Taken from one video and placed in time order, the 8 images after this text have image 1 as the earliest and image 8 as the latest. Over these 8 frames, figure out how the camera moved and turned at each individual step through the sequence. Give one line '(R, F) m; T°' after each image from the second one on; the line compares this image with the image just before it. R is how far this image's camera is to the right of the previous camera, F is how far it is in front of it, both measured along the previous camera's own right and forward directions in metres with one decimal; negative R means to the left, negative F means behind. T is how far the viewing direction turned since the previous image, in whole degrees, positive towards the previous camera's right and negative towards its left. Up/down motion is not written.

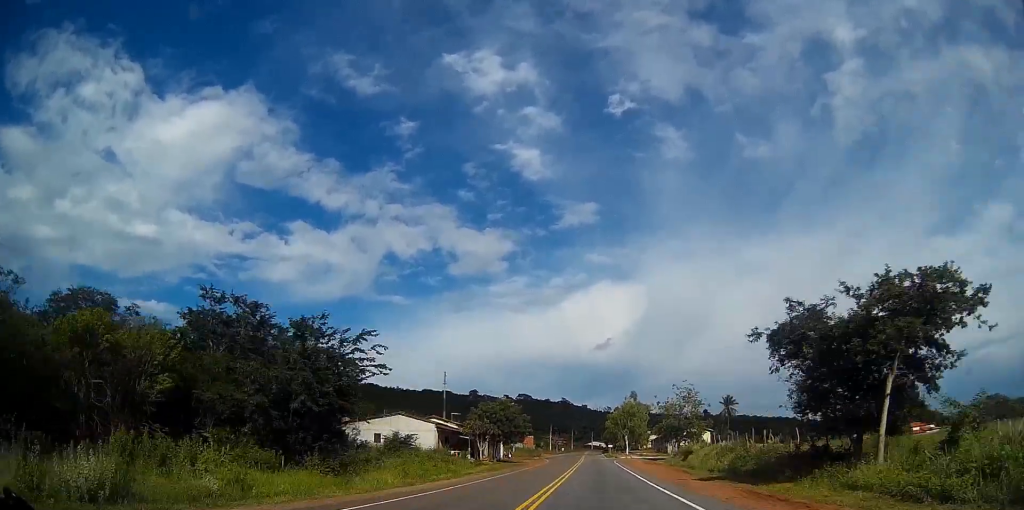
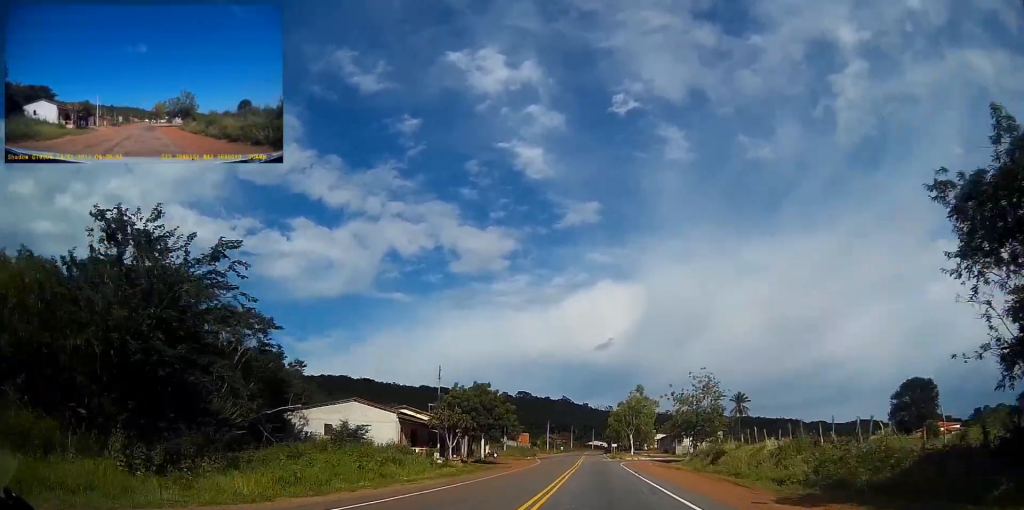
(0.0, +13.8) m; 0°
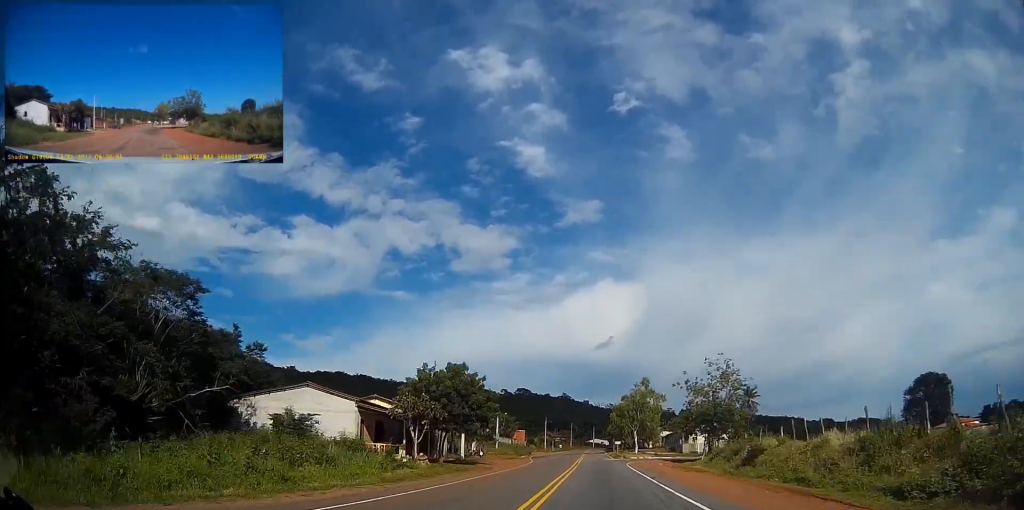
(0.0, +9.8) m; 0°
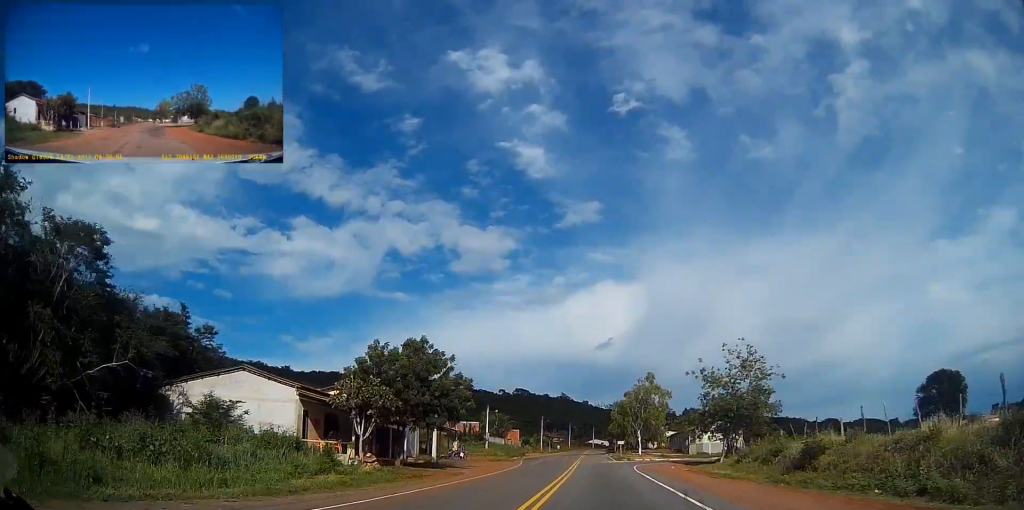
(0.0, +8.9) m; 0°
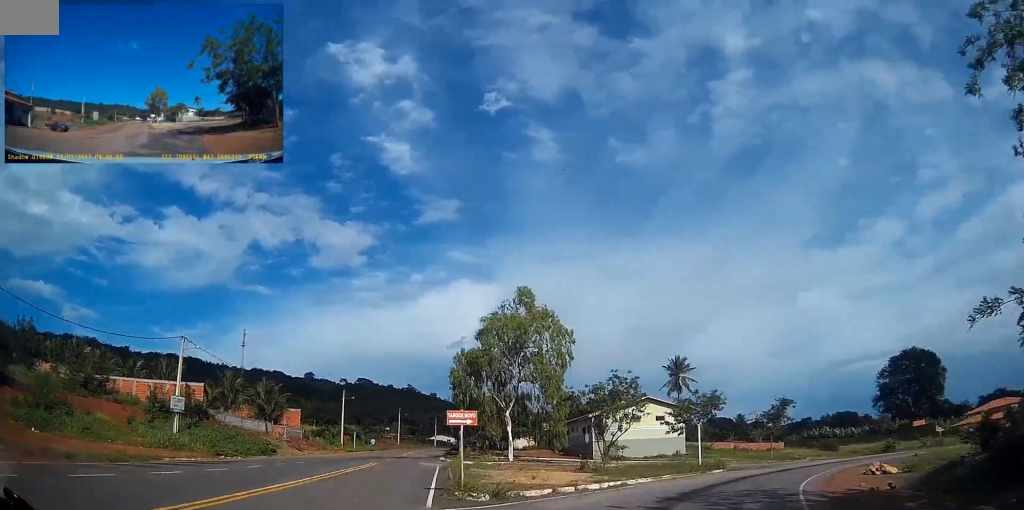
(+0.7, +54.1) m; +7°
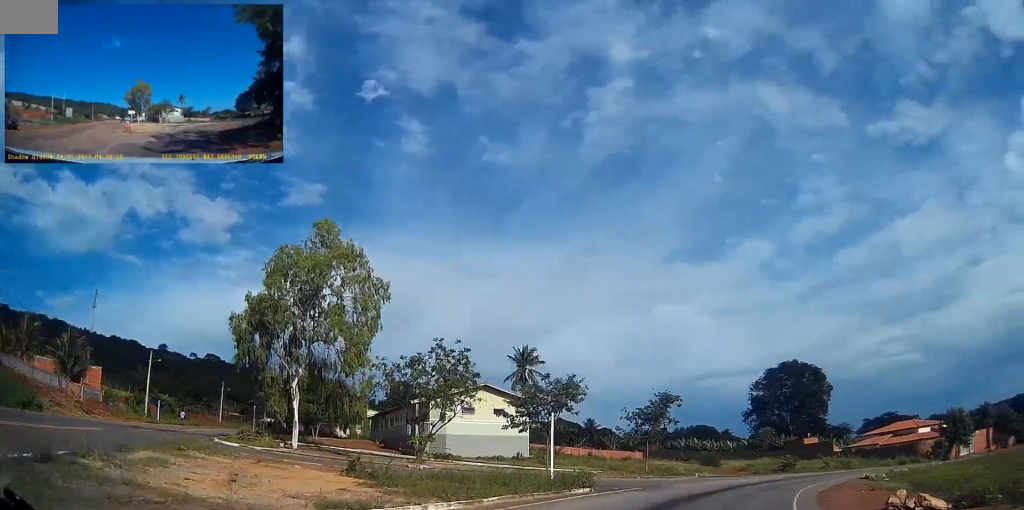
(+0.9, +13.0) m; +12°
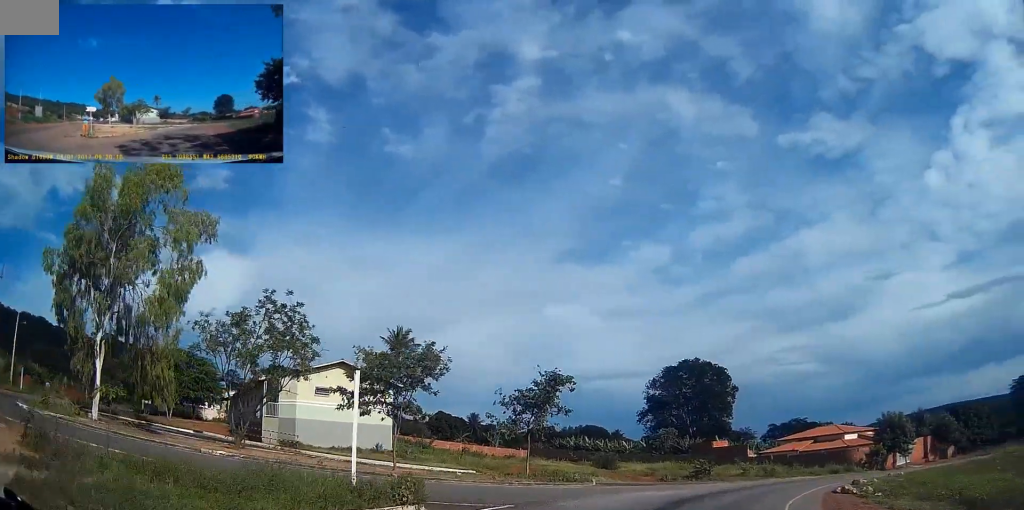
(+0.7, +9.2) m; +13°
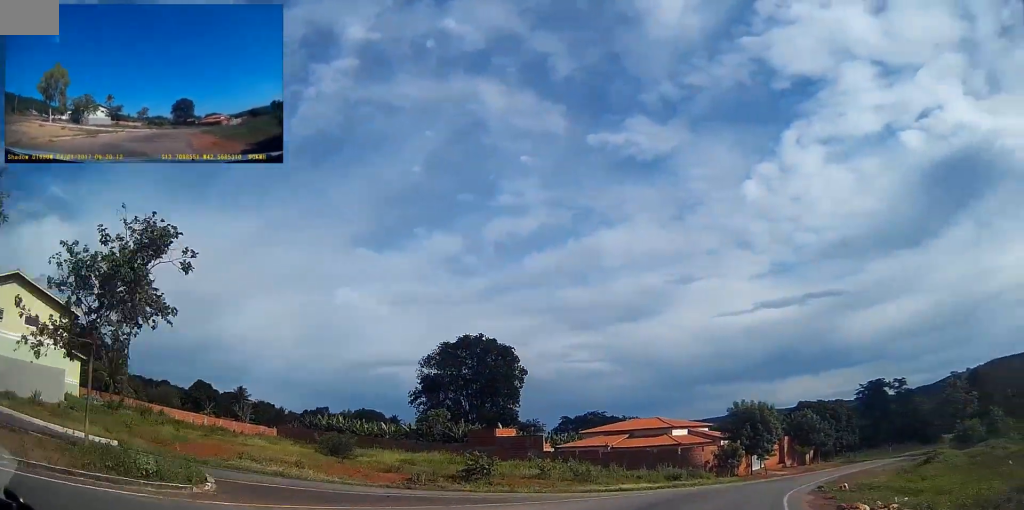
(+3.4, +14.3) m; +21°
